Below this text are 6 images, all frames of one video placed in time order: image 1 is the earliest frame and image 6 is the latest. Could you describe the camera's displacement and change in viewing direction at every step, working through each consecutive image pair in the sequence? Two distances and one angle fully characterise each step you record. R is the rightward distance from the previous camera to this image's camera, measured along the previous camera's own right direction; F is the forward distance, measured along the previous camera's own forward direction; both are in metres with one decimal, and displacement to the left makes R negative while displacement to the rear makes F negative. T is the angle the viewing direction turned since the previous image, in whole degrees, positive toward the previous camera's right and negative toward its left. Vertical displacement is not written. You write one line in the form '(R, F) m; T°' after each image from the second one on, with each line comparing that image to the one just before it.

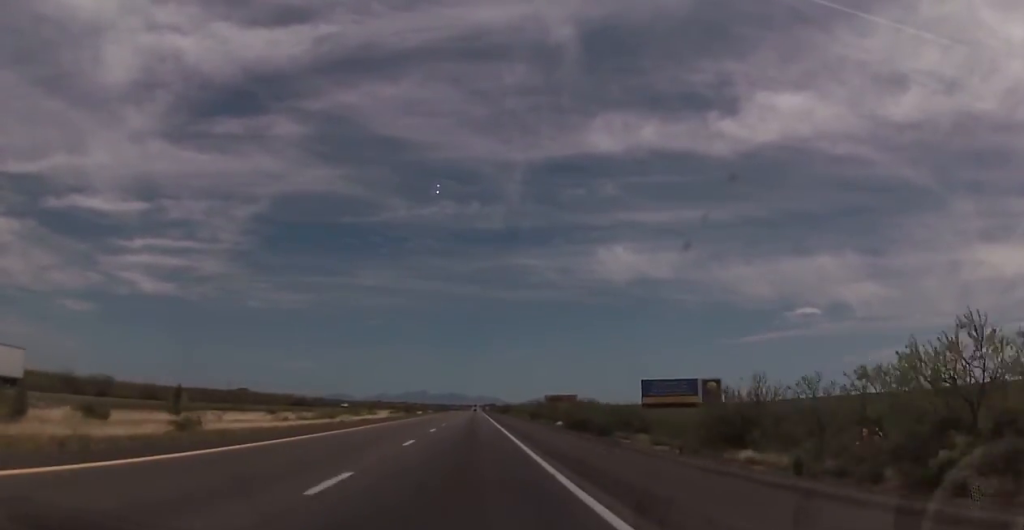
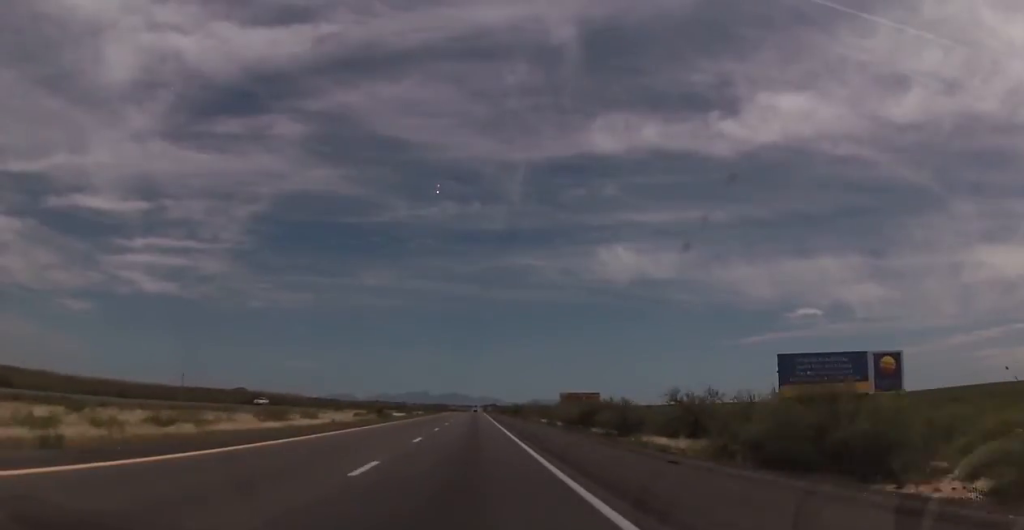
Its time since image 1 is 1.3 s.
(-0.4, +46.2) m; -1°
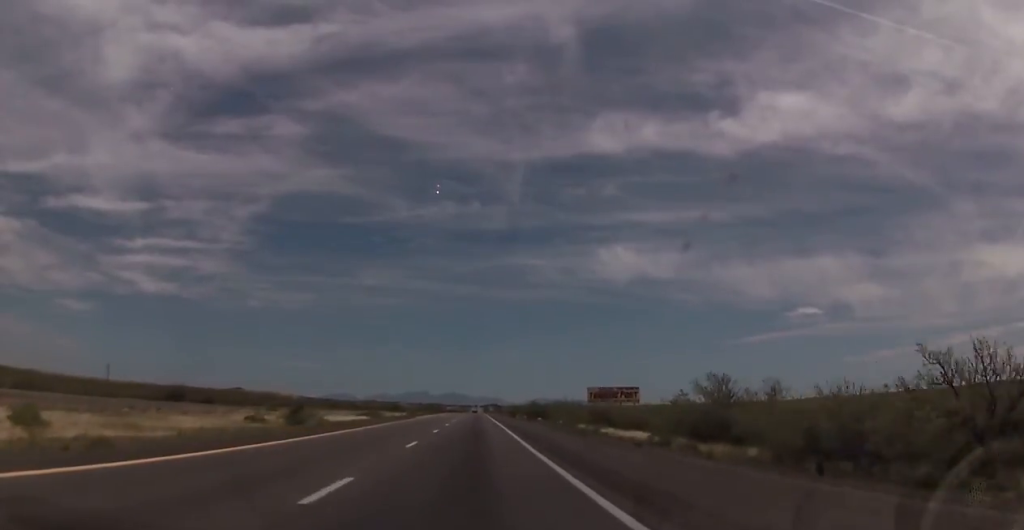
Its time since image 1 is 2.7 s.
(-0.4, +52.2) m; 0°
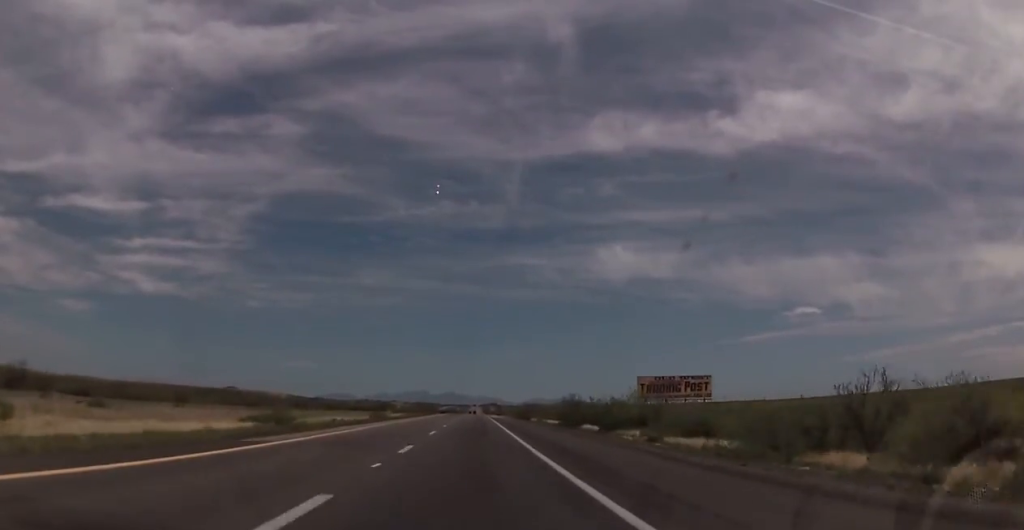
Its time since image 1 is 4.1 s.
(+0.8, +51.1) m; +1°
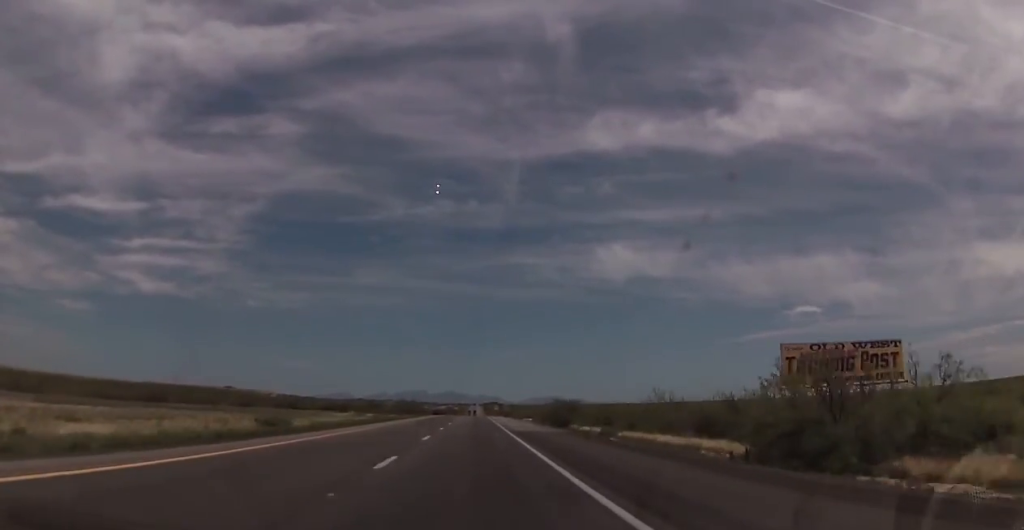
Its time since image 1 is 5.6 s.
(-0.6, +53.7) m; 0°
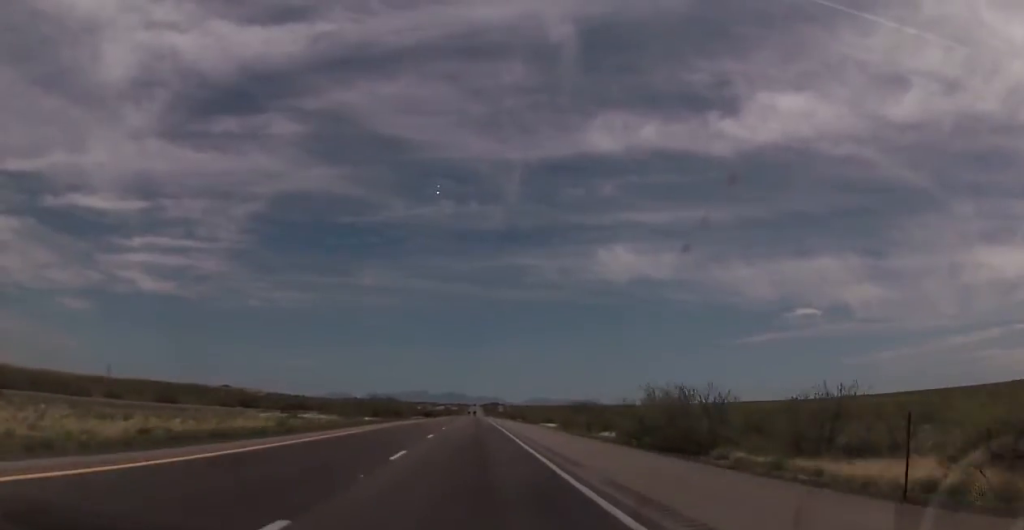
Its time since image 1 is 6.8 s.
(+0.4, +46.4) m; 0°
